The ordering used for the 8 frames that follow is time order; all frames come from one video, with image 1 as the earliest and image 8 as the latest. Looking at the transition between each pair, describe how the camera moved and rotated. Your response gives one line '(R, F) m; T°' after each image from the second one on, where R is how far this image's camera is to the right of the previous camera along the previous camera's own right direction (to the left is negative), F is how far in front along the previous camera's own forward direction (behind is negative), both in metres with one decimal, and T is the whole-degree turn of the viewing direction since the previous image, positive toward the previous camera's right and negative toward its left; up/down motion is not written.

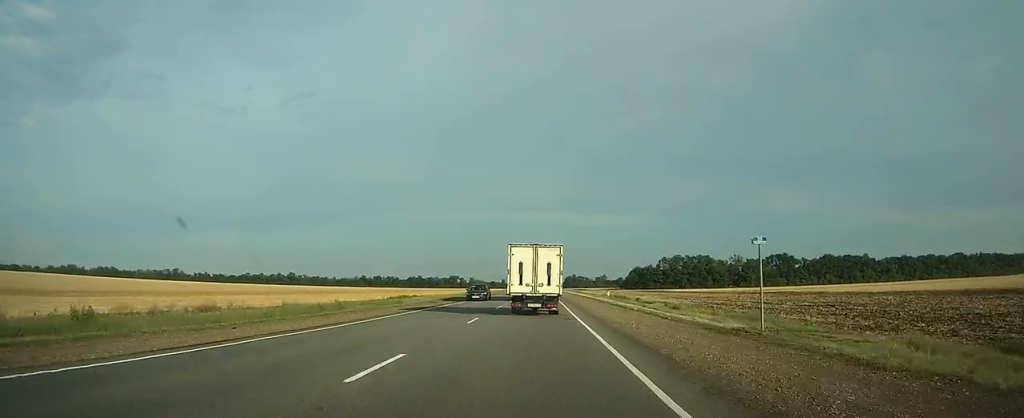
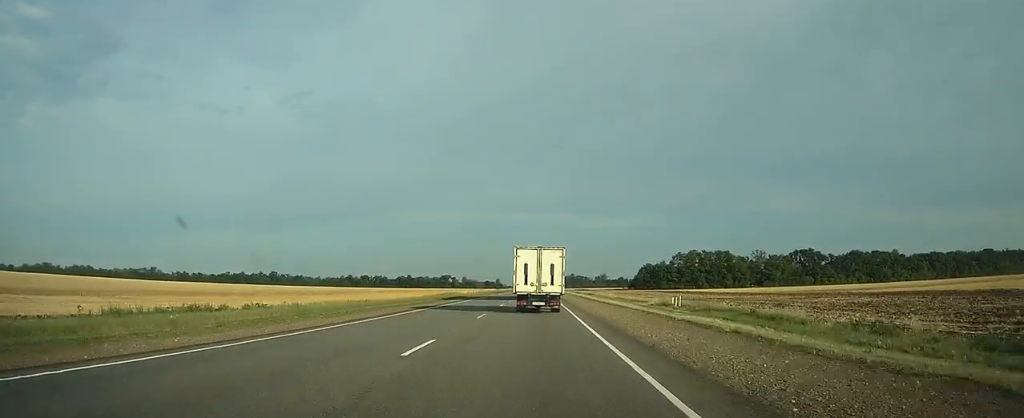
(+0.1, +45.1) m; 0°
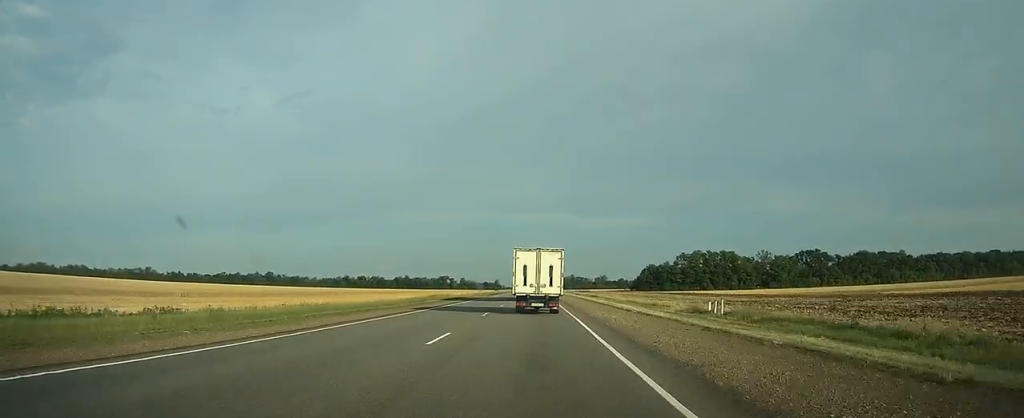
(0.0, +9.8) m; 0°
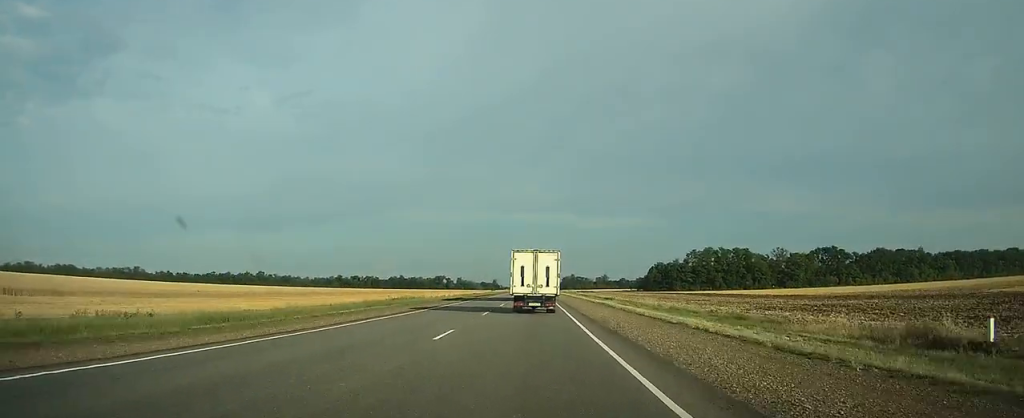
(0.0, +22.6) m; 0°
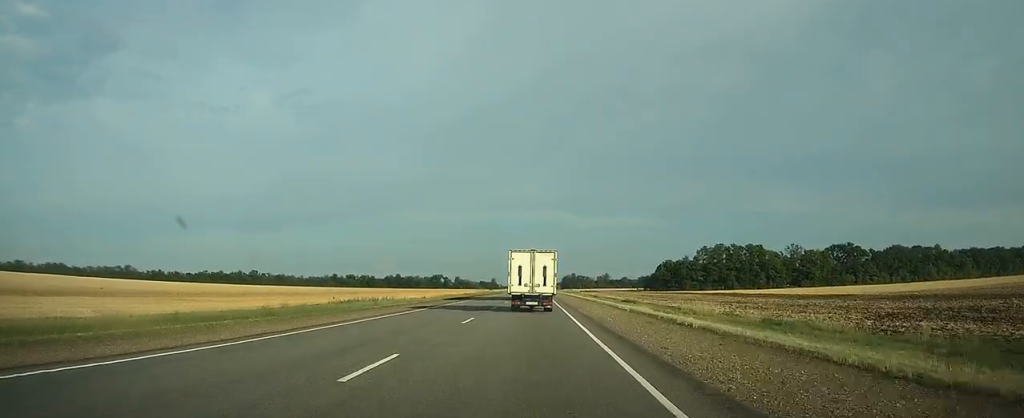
(0.0, +18.1) m; 0°
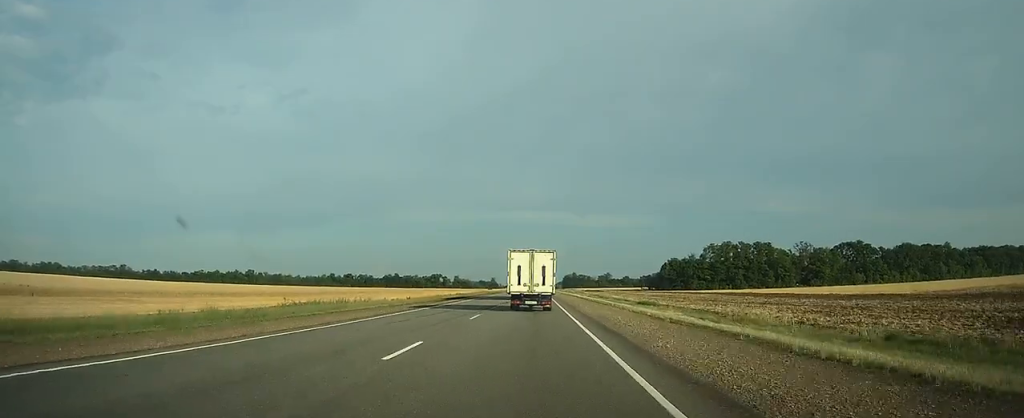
(0.0, +9.9) m; 0°
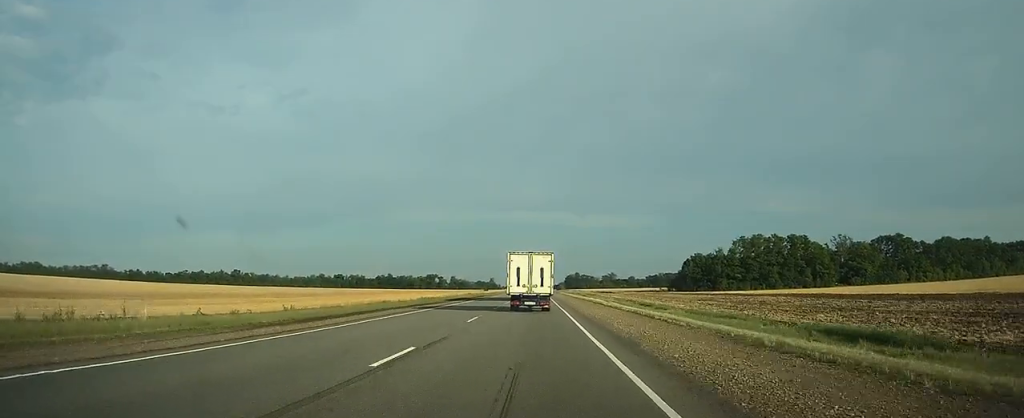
(0.0, +36.5) m; 0°
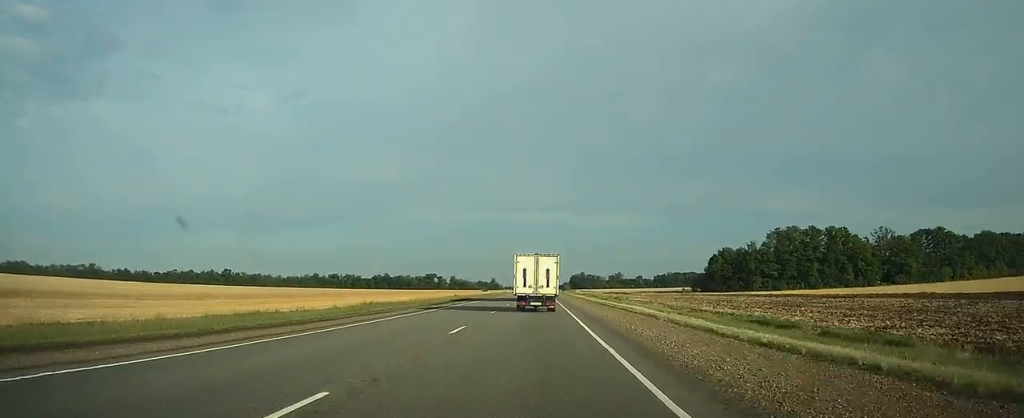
(0.0, +29.1) m; 0°
